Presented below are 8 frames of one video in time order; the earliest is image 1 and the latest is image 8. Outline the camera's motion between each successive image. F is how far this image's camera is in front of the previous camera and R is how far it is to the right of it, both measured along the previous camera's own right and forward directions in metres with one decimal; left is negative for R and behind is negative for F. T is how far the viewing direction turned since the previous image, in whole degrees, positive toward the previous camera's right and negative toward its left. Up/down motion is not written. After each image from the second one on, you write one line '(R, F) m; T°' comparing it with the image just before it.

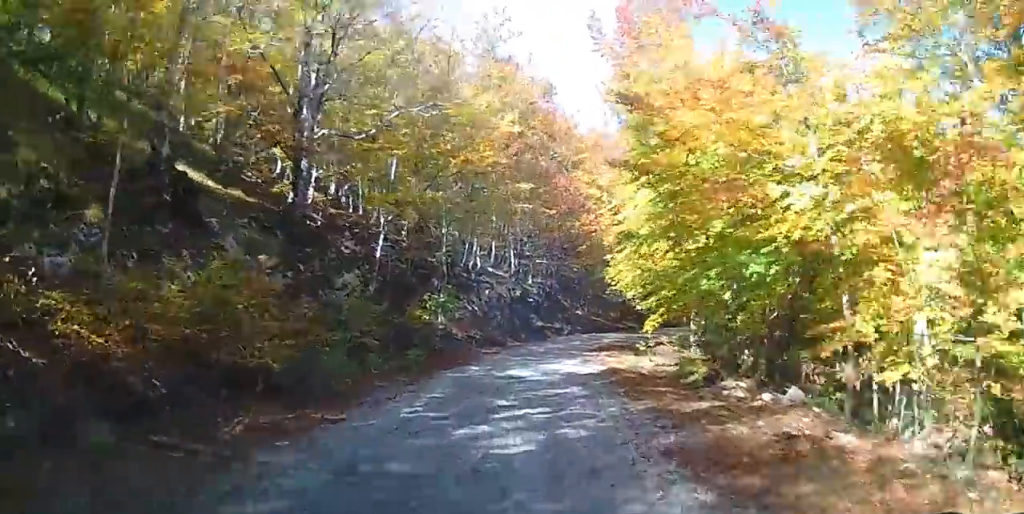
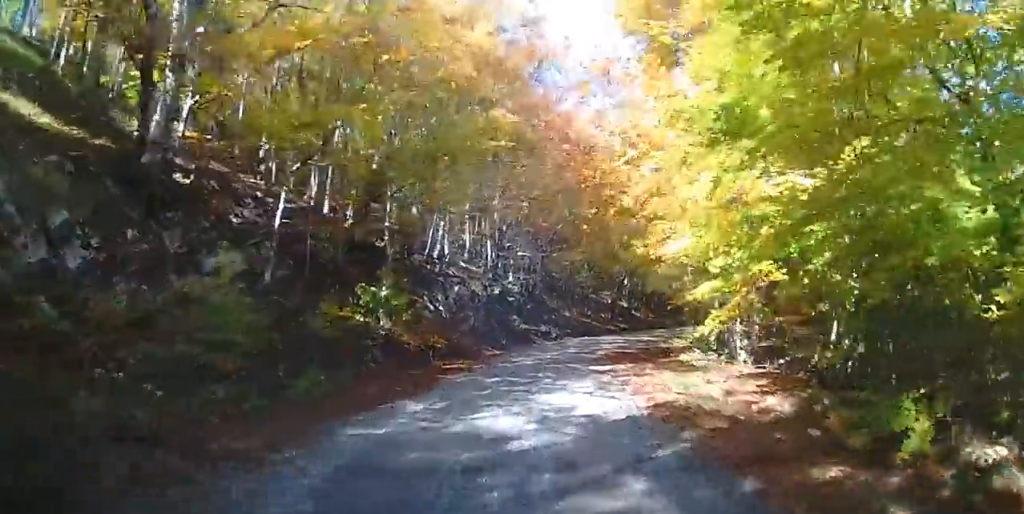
(0.0, +6.3) m; +2°
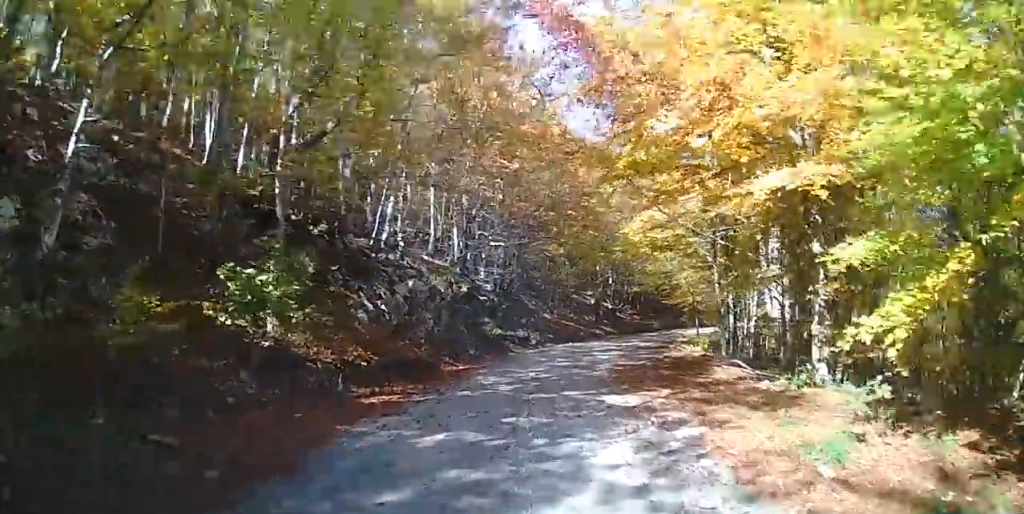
(+0.2, +5.3) m; +4°
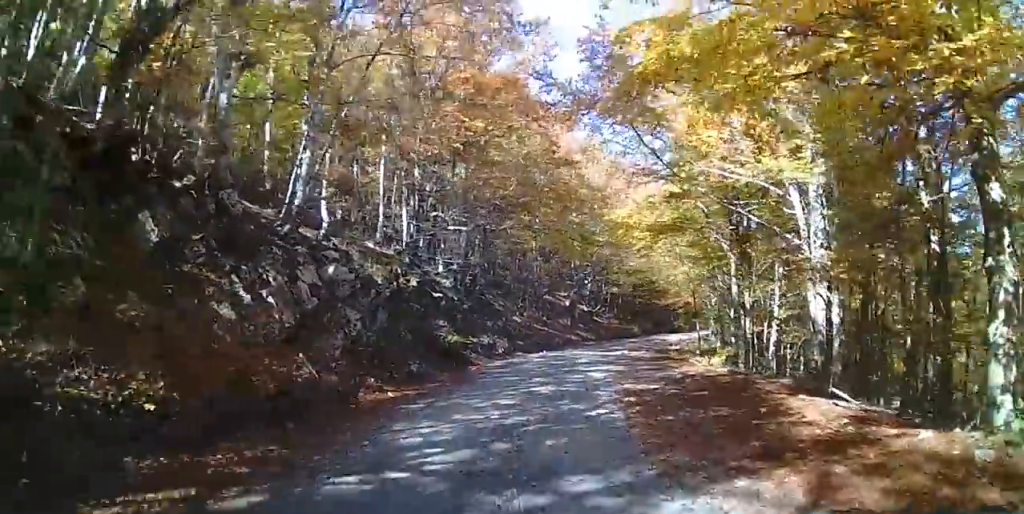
(+0.2, +5.2) m; +3°
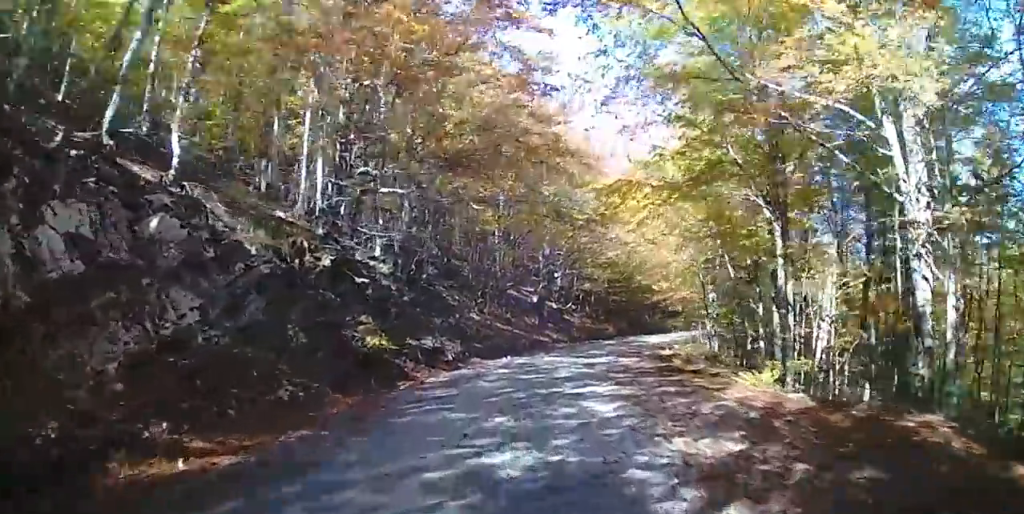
(+0.1, +5.6) m; +5°
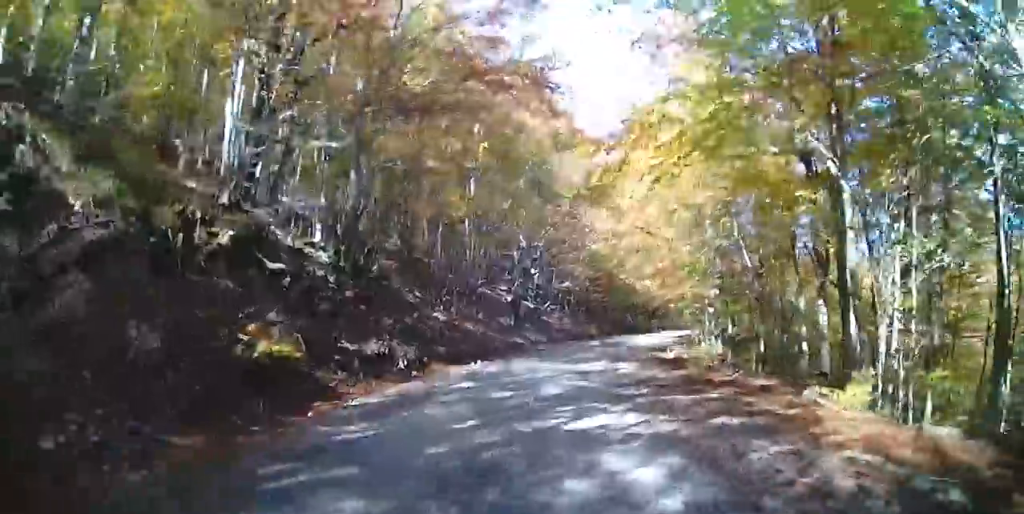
(-0.1, +3.7) m; +4°
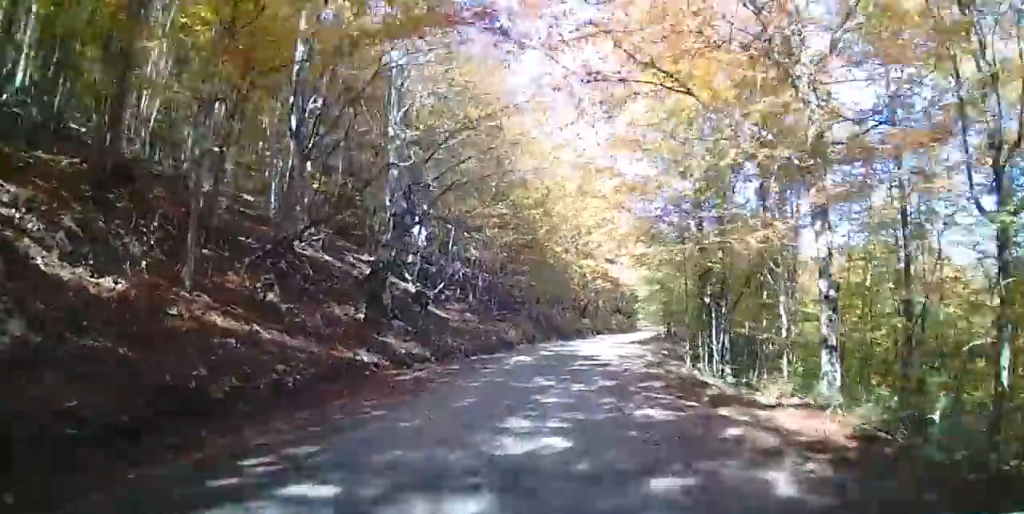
(+1.7, +14.6) m; +8°
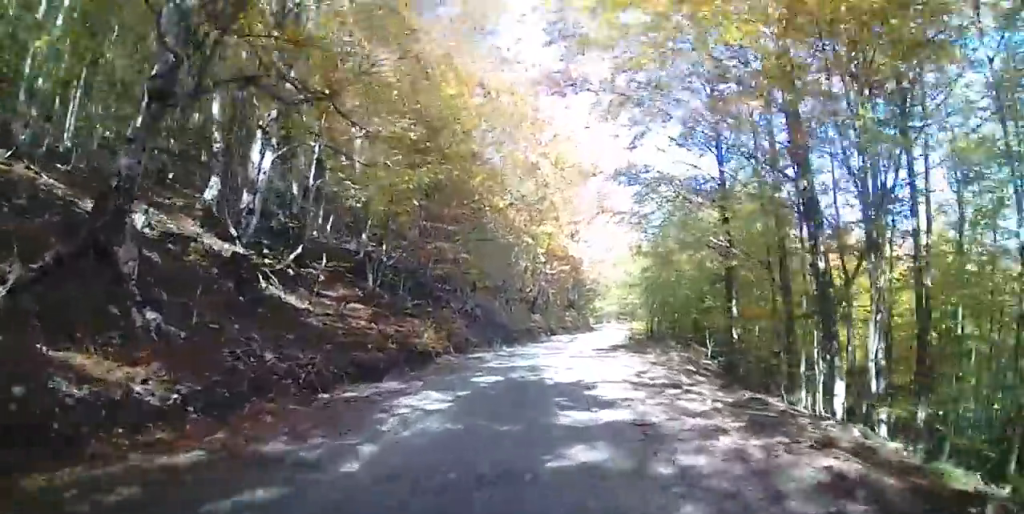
(+0.6, +10.6) m; +6°
